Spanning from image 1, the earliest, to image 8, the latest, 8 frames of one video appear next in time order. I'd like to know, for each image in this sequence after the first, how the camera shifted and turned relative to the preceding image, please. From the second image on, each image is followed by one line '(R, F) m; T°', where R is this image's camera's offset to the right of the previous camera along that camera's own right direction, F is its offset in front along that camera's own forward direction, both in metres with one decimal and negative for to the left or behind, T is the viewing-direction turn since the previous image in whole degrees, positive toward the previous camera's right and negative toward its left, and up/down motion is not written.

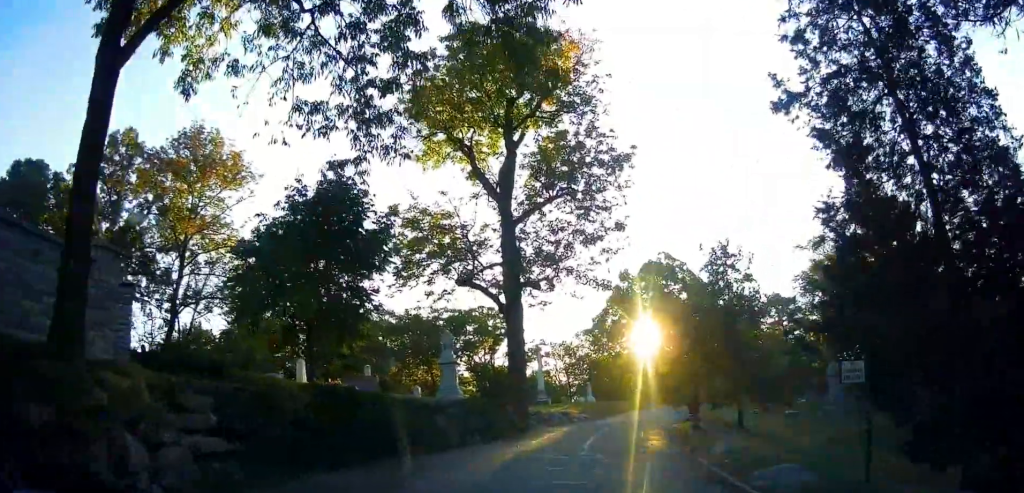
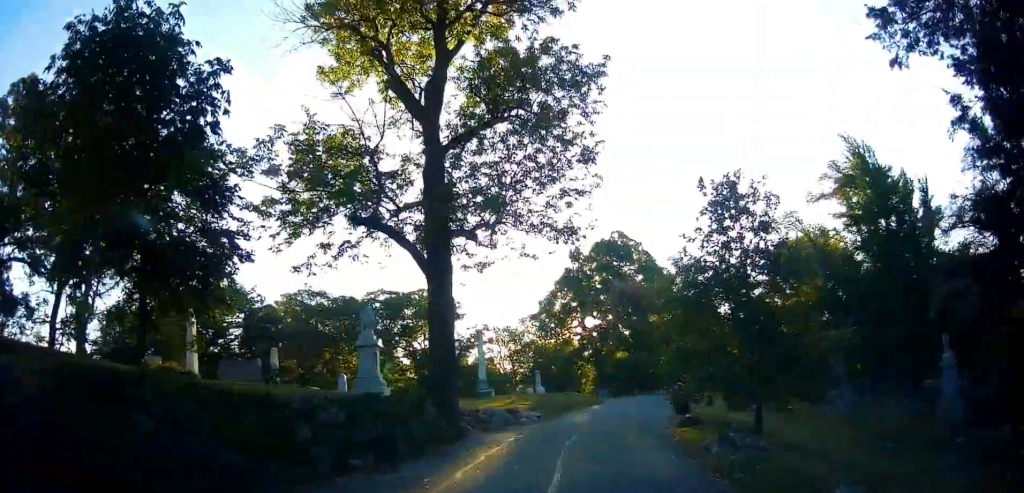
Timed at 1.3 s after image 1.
(0.0, +6.3) m; +6°
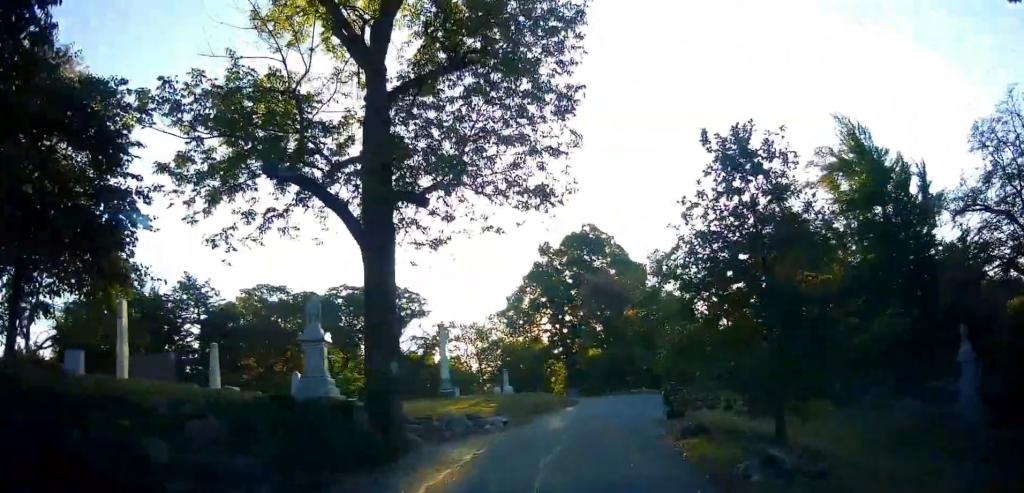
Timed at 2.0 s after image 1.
(0.0, +3.1) m; +6°
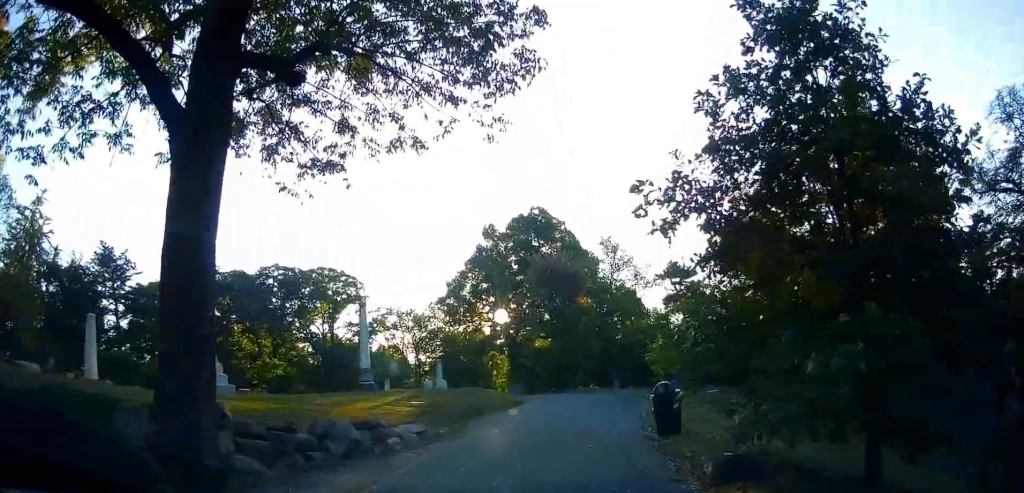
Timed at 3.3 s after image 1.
(+0.4, +5.2) m; 0°
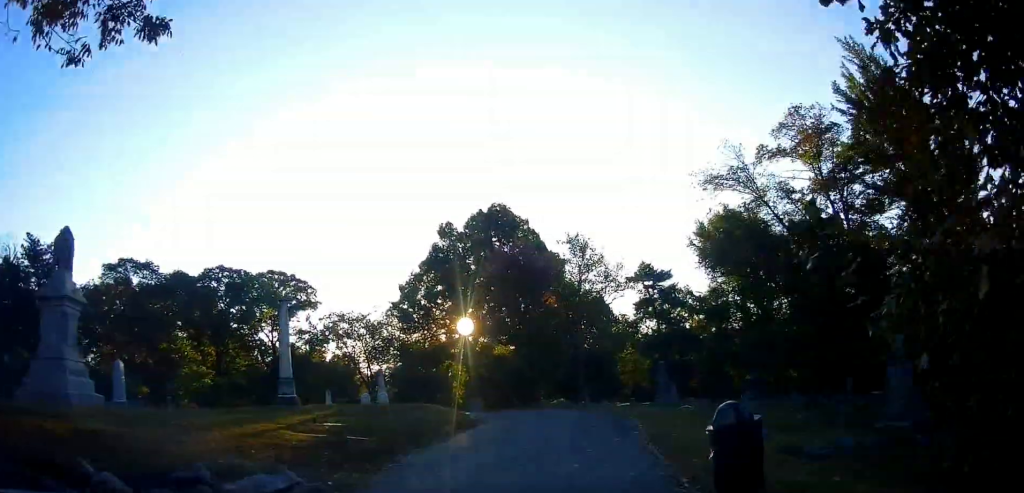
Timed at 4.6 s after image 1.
(+0.1, +5.7) m; +10°
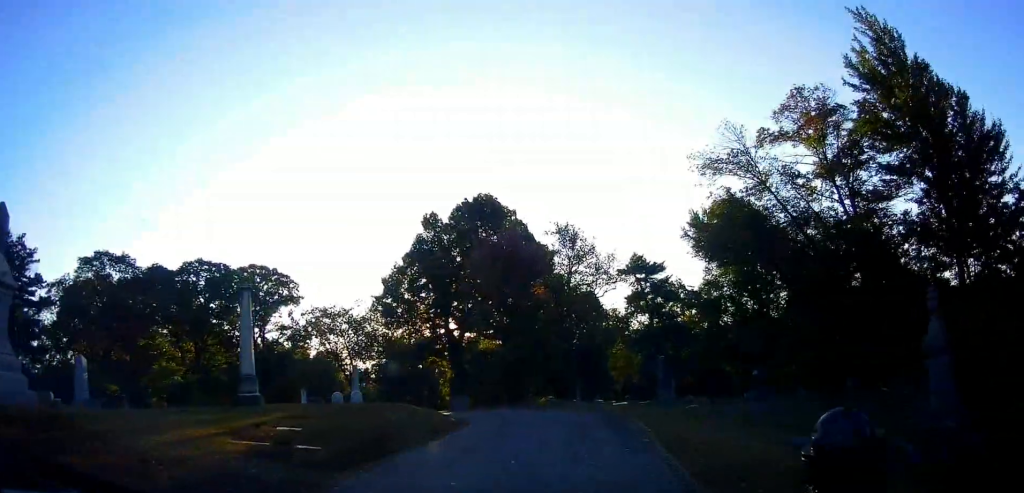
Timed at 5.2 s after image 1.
(+0.2, +2.5) m; +1°
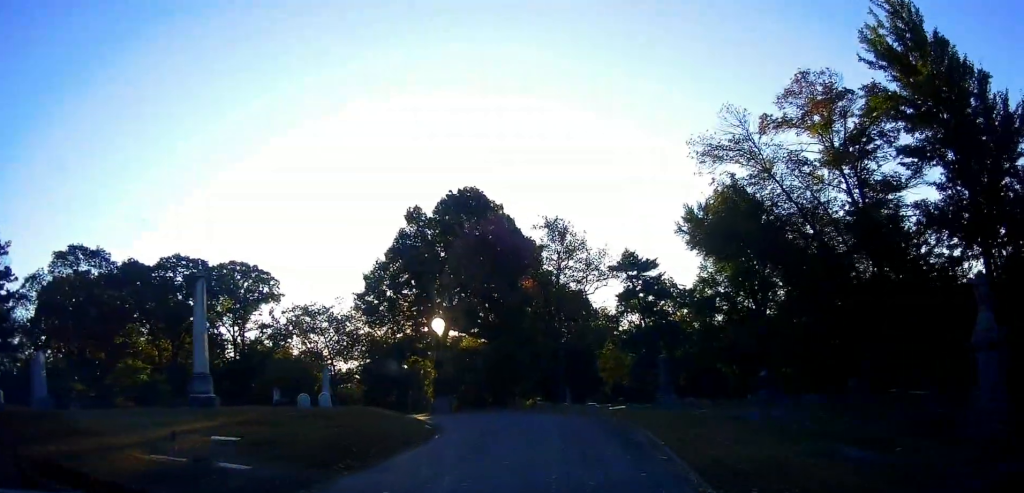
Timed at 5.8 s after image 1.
(+0.3, +2.6) m; -7°
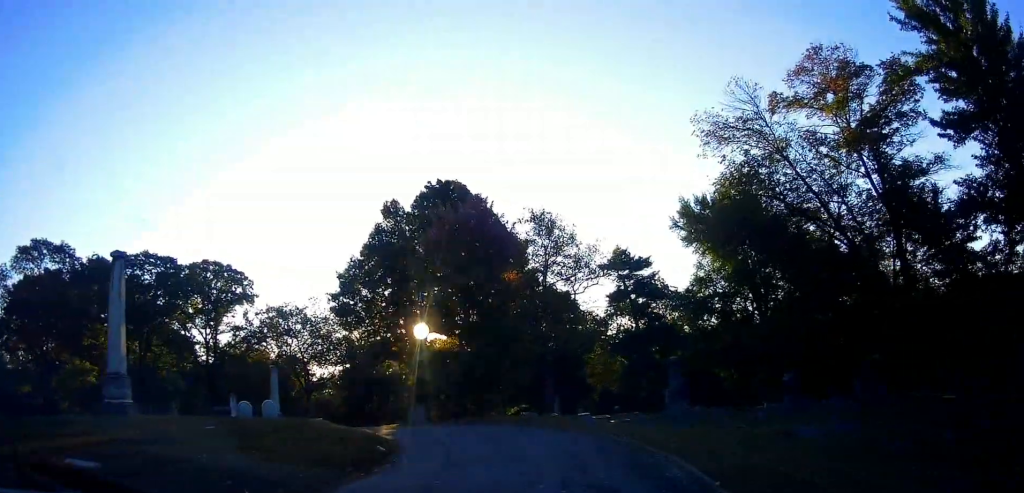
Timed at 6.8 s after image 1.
(-0.8, +3.8) m; -3°
